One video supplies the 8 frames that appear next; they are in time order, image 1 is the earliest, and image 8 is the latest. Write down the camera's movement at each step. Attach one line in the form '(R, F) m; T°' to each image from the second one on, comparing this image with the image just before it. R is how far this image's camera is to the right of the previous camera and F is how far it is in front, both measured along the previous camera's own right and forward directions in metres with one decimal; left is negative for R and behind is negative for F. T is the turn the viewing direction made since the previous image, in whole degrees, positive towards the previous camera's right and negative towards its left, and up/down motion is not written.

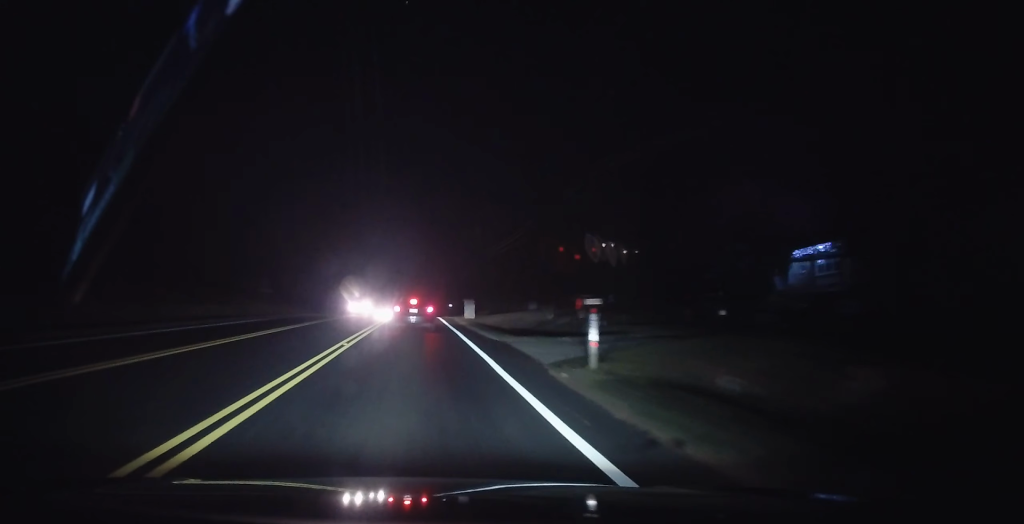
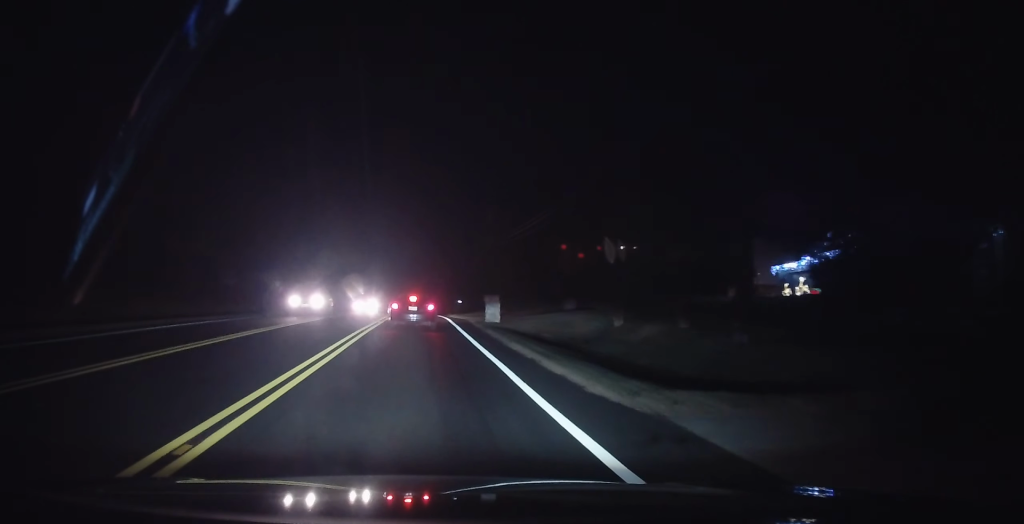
(+0.2, +11.5) m; -1°
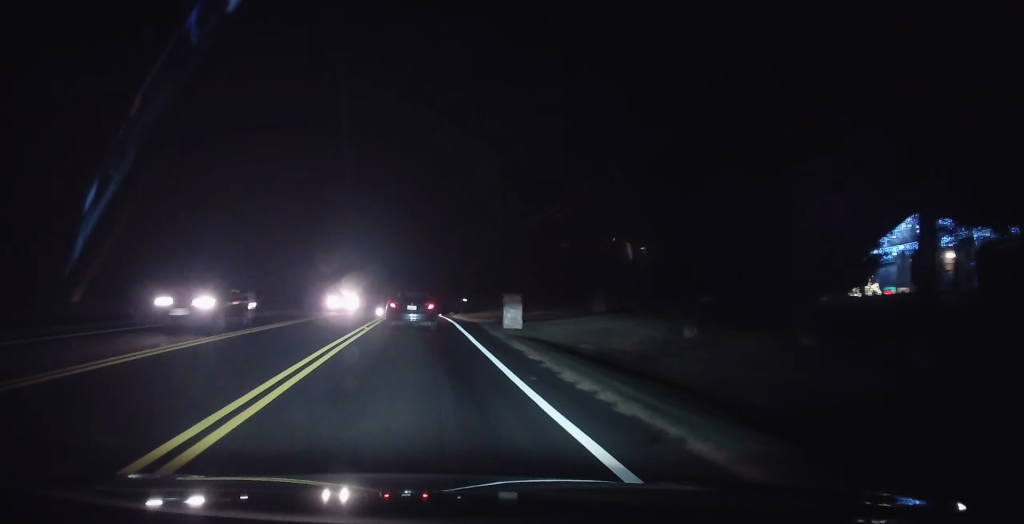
(-0.1, +6.3) m; -2°
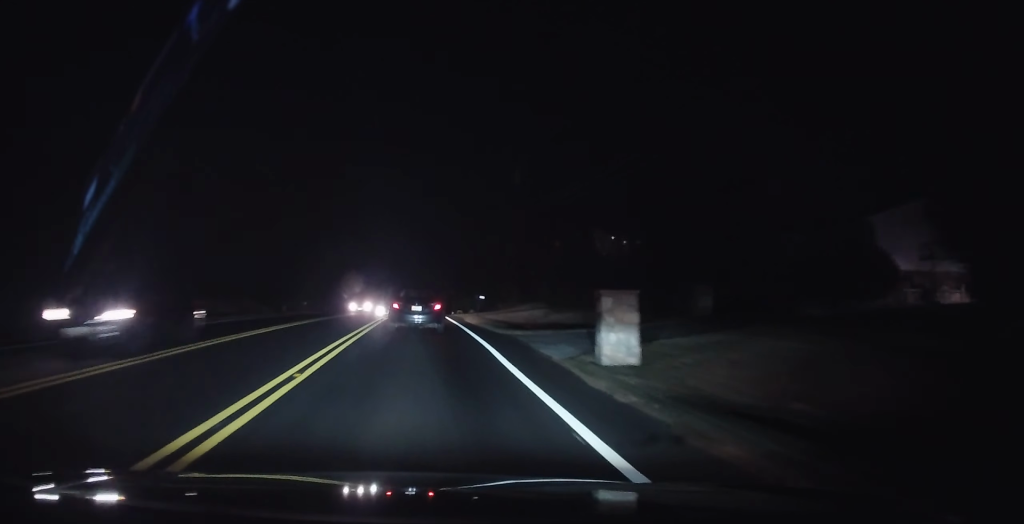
(-0.3, +12.3) m; +1°
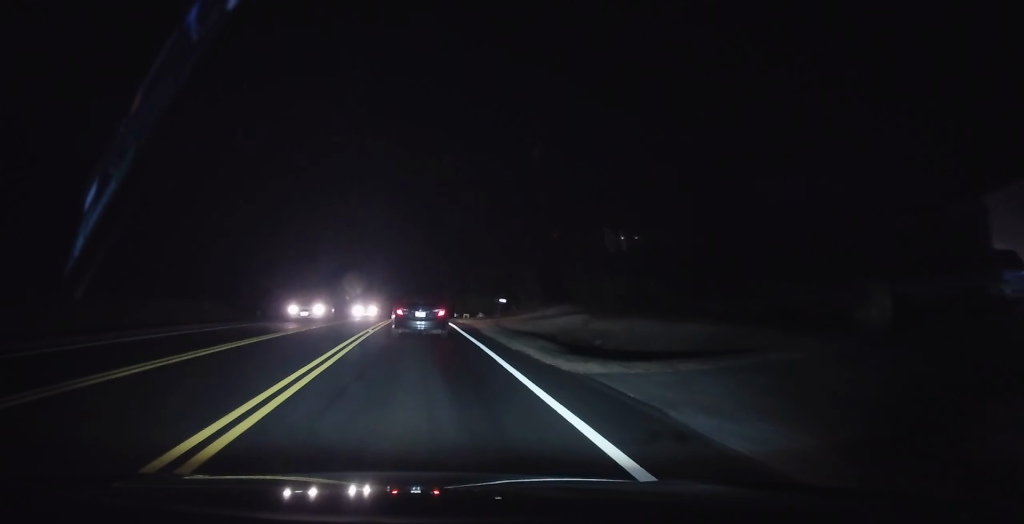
(+0.4, +9.6) m; +3°
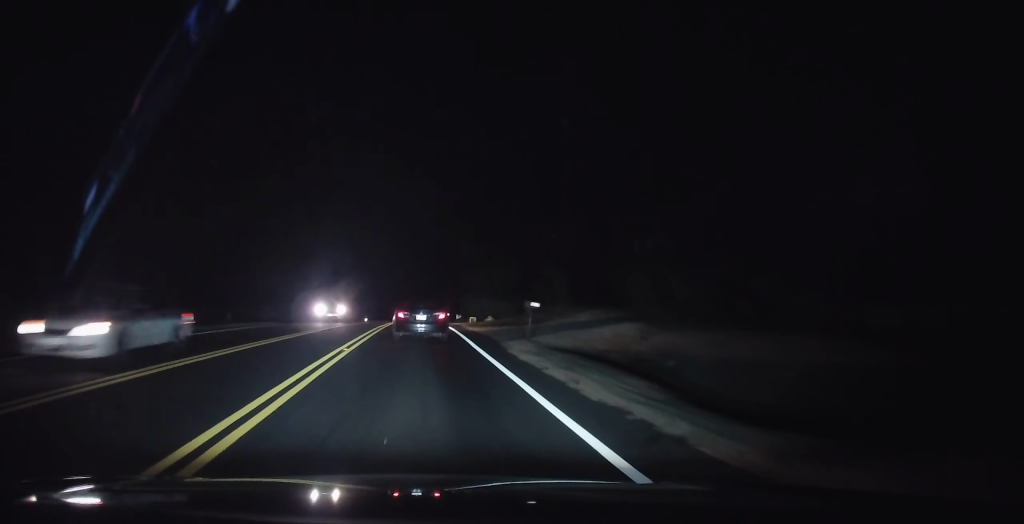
(0.0, +8.3) m; -1°
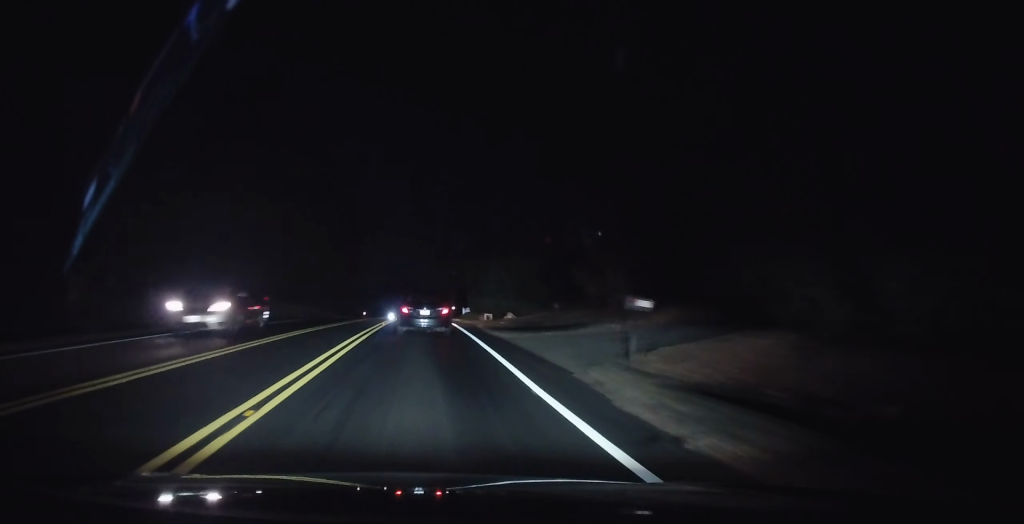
(-0.2, +10.0) m; 0°
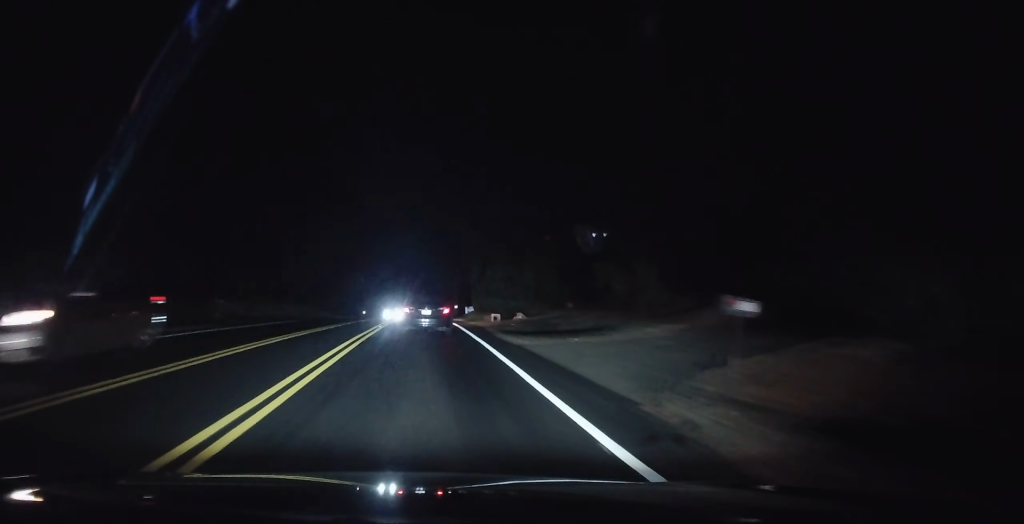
(0.0, +3.6) m; +1°
